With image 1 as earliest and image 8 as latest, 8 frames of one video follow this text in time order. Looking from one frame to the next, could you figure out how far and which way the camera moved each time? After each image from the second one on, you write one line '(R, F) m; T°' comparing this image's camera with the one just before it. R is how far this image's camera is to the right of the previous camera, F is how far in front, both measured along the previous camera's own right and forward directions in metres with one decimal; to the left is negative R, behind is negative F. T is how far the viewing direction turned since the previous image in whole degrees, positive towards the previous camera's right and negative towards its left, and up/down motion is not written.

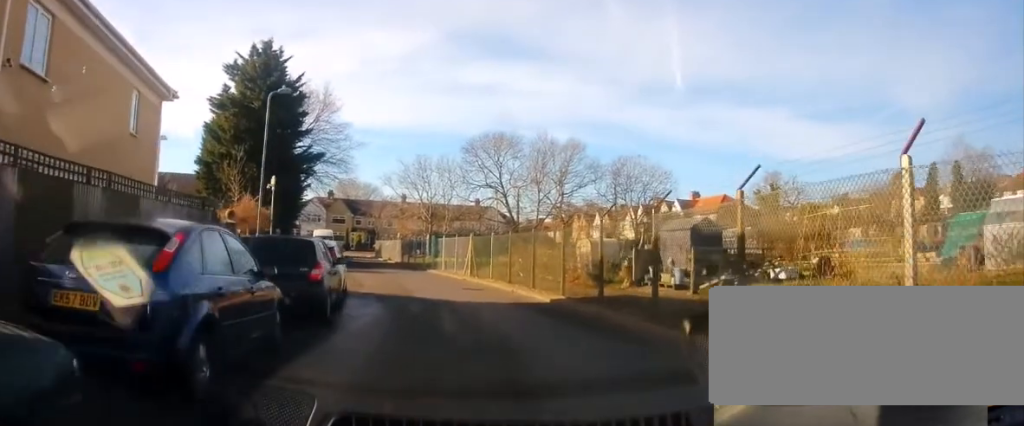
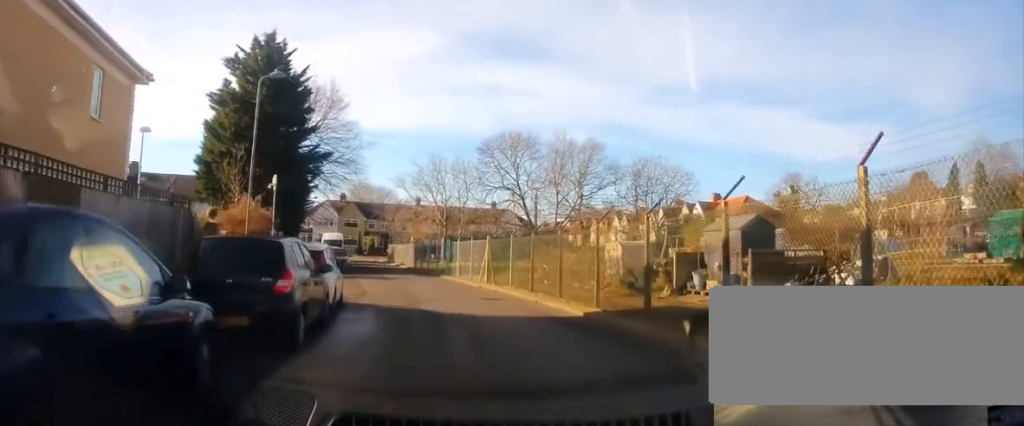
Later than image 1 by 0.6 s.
(-0.1, +2.4) m; -5°
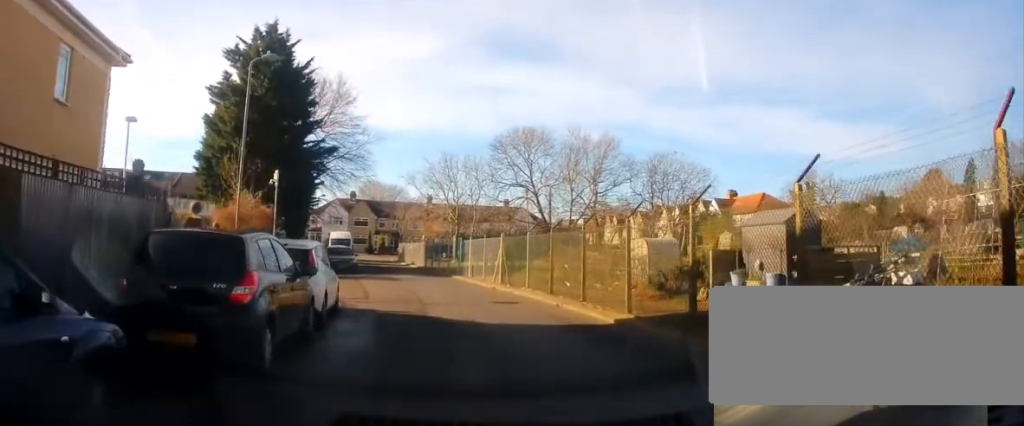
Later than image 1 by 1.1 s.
(-0.2, +1.7) m; -3°
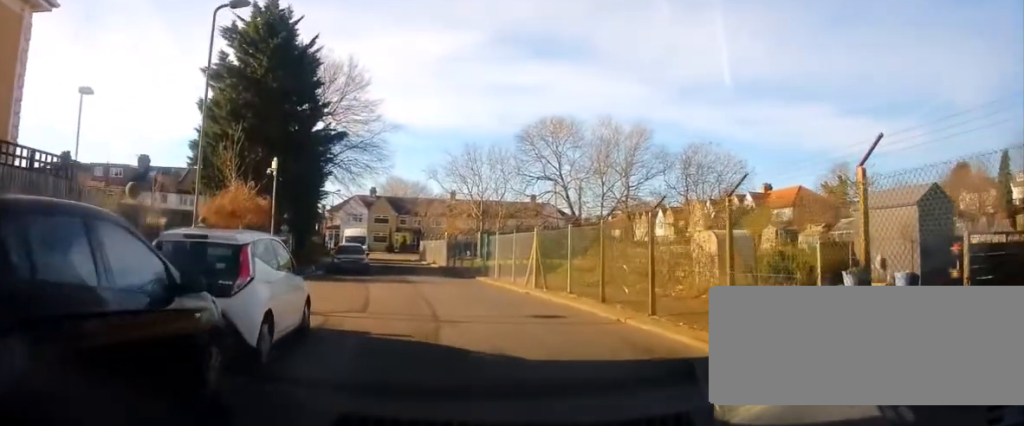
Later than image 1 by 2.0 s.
(-0.1, +3.8) m; +4°
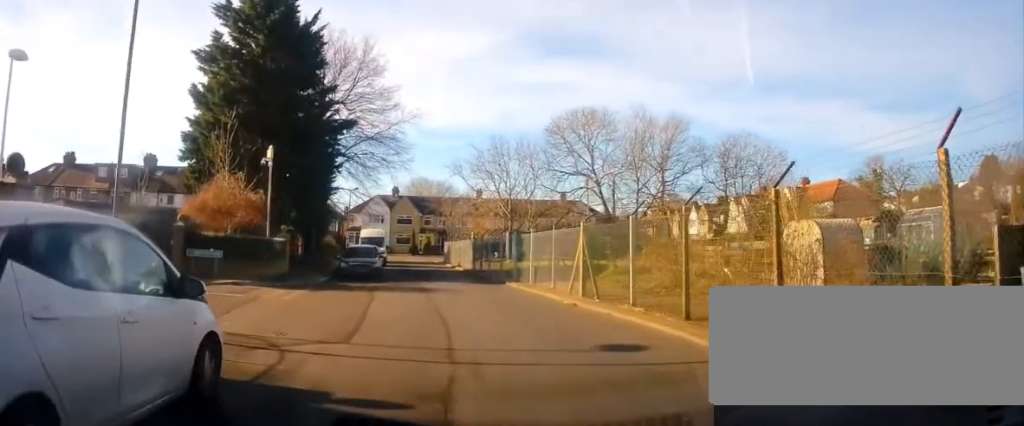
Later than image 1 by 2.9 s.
(+0.3, +4.0) m; -1°
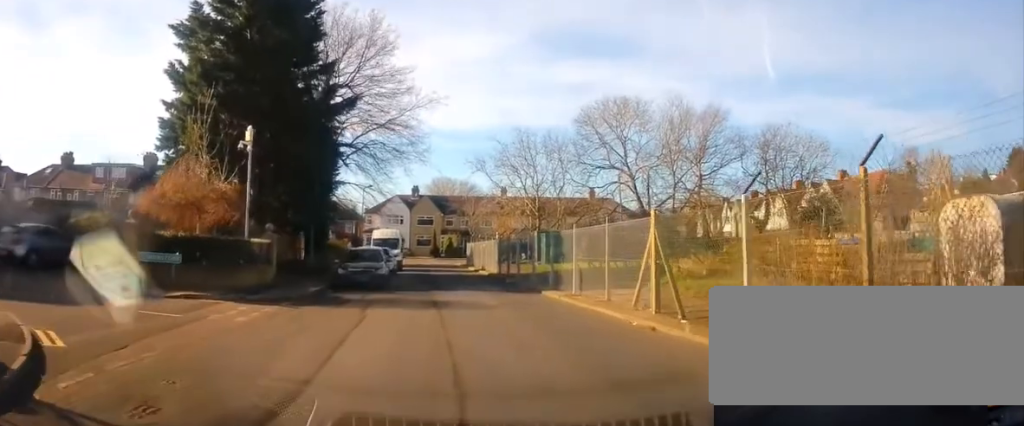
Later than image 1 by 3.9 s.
(-0.4, +4.5) m; -7°
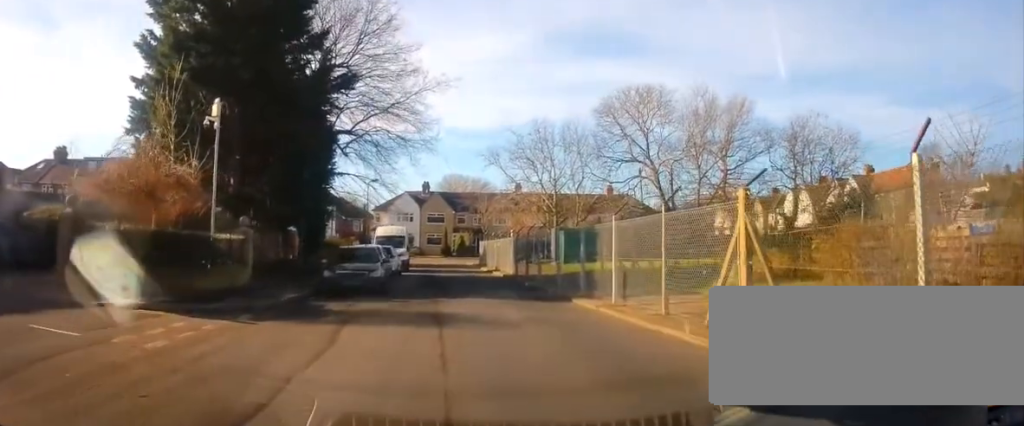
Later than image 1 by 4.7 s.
(-0.3, +3.5) m; -1°
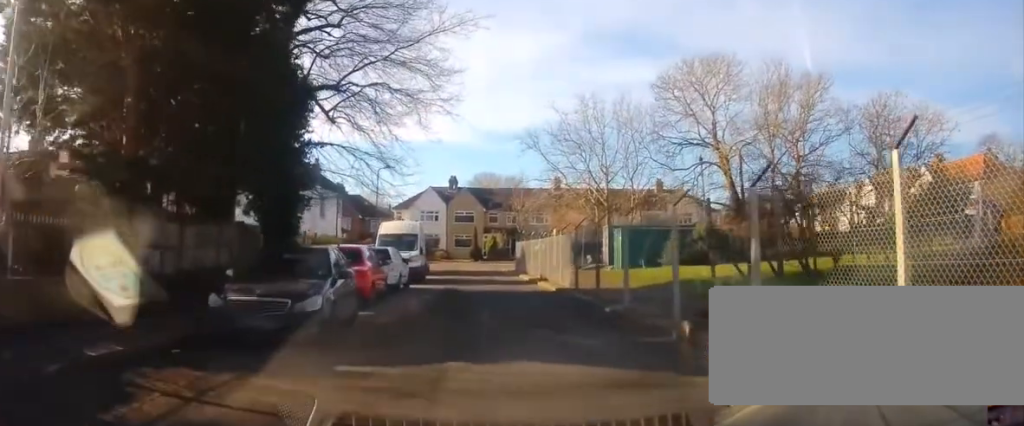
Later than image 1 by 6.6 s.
(+0.7, +8.8) m; +4°
